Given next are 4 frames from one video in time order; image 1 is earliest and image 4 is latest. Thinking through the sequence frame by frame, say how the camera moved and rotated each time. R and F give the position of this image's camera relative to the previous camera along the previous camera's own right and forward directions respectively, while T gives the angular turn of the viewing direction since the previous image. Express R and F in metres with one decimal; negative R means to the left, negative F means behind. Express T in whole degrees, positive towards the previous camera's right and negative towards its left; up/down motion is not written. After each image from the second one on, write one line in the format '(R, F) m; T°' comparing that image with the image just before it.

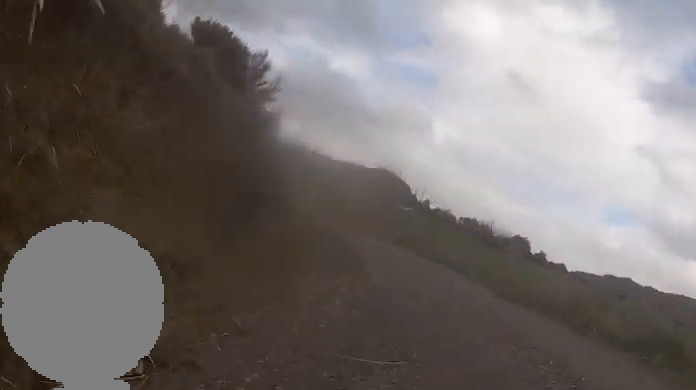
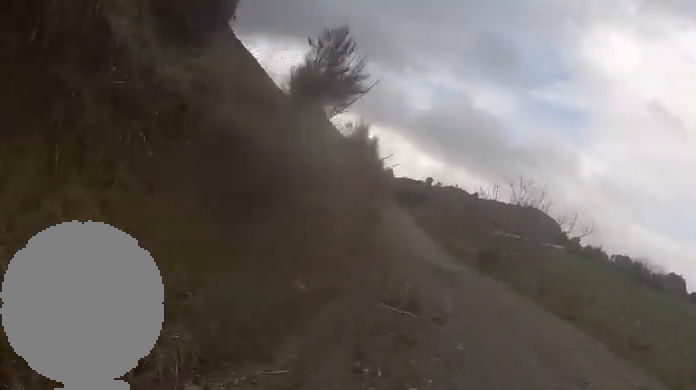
(-0.2, +8.2) m; -4°
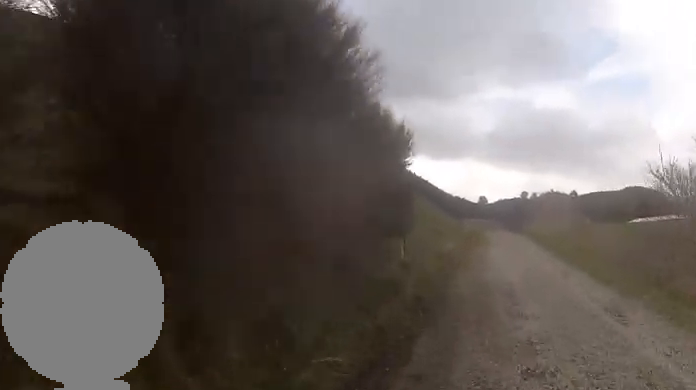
(-4.3, +26.1) m; -9°
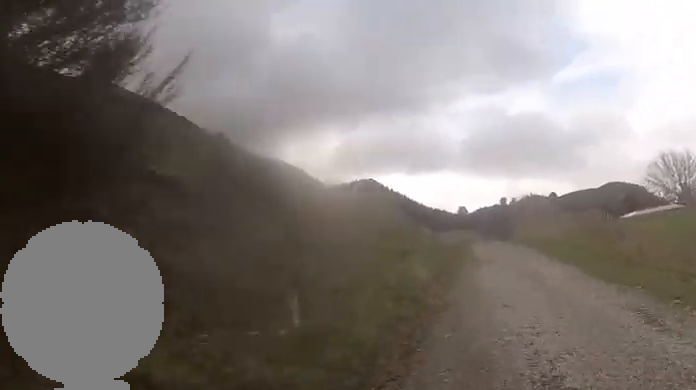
(+0.2, +6.0) m; -4°
